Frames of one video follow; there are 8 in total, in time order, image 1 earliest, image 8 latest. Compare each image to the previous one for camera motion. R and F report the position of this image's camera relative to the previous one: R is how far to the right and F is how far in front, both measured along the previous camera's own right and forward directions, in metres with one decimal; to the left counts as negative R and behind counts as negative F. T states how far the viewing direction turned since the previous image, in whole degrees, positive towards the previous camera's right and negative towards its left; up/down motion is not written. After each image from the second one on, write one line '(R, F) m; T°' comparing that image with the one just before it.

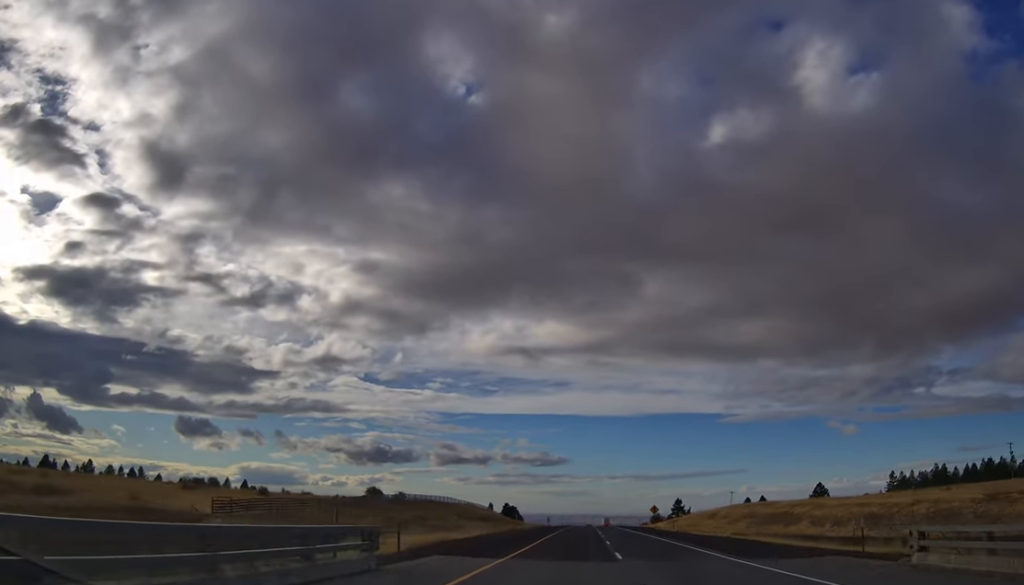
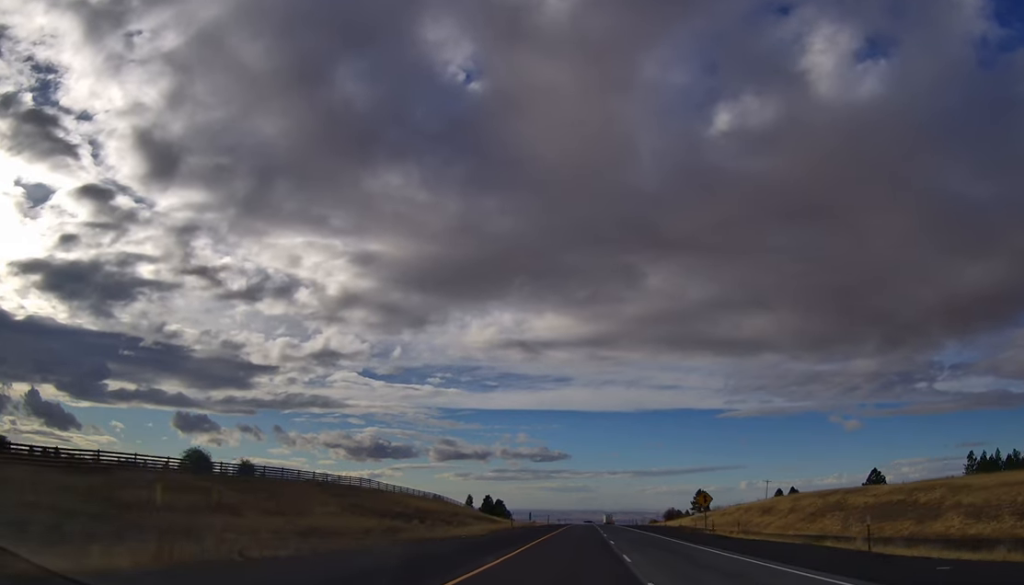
(0.0, +49.1) m; -1°
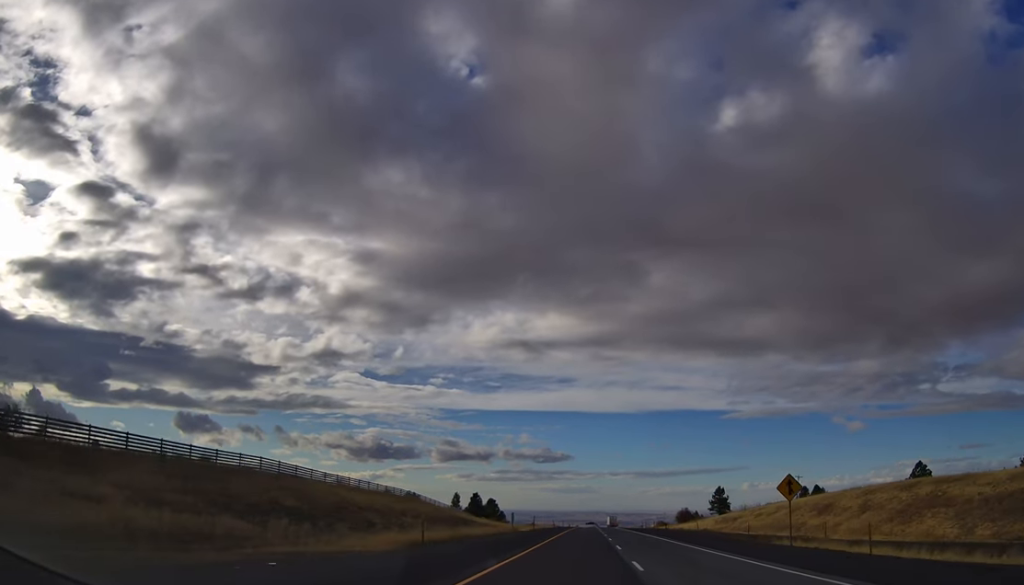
(-0.4, +27.1) m; +1°
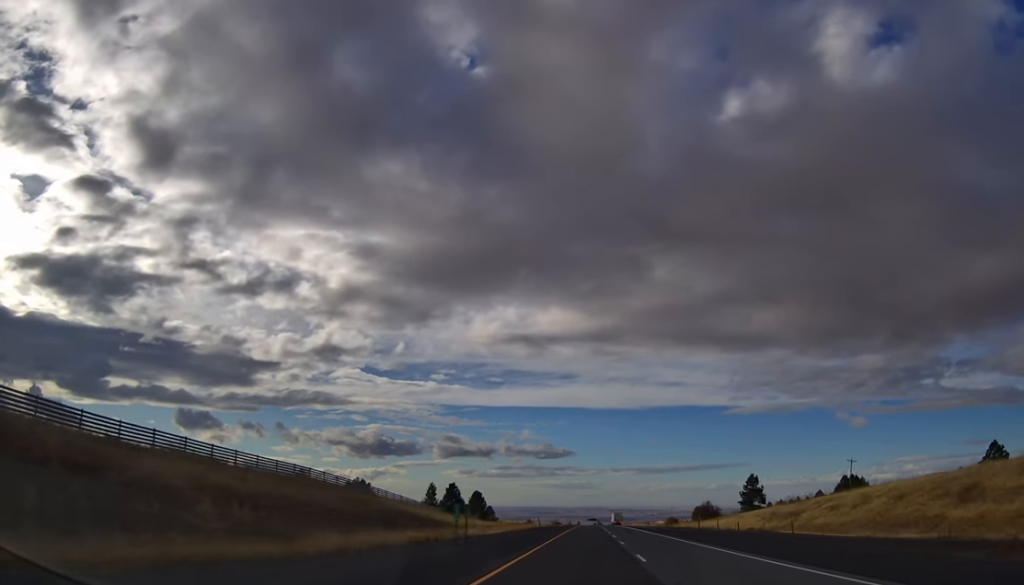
(+0.8, +34.2) m; +1°
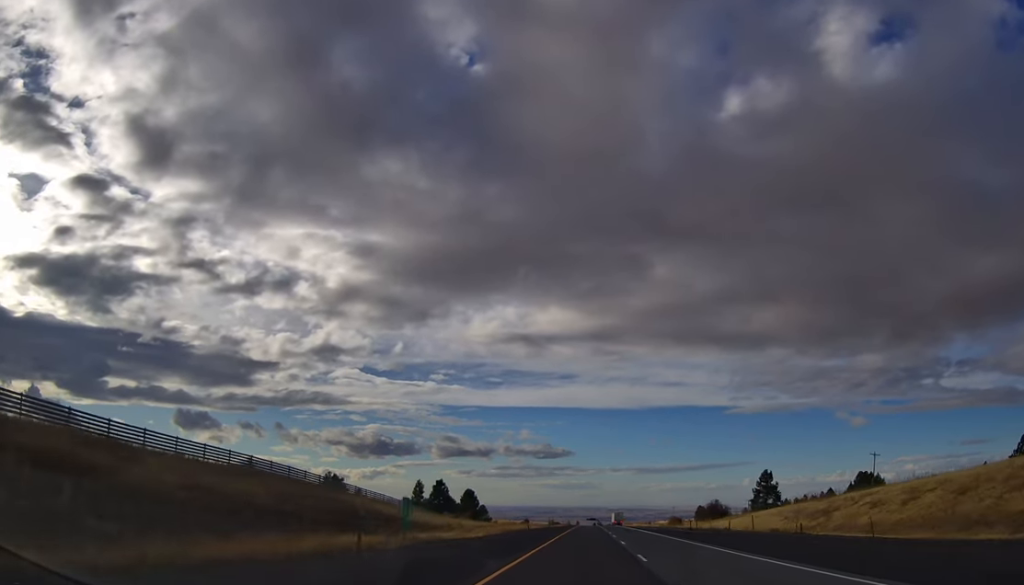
(0.0, +12.1) m; 0°
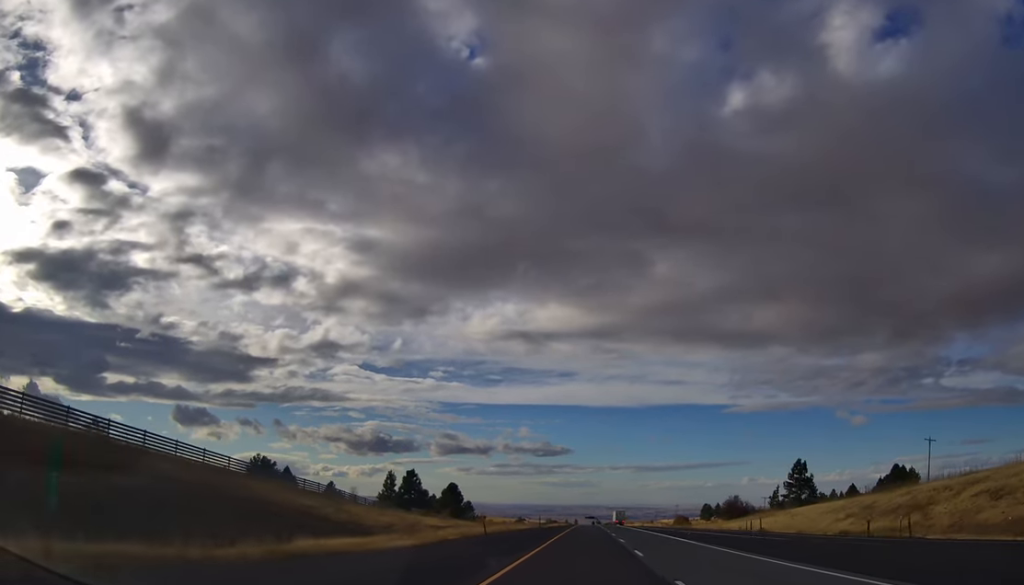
(-0.2, +22.2) m; -1°
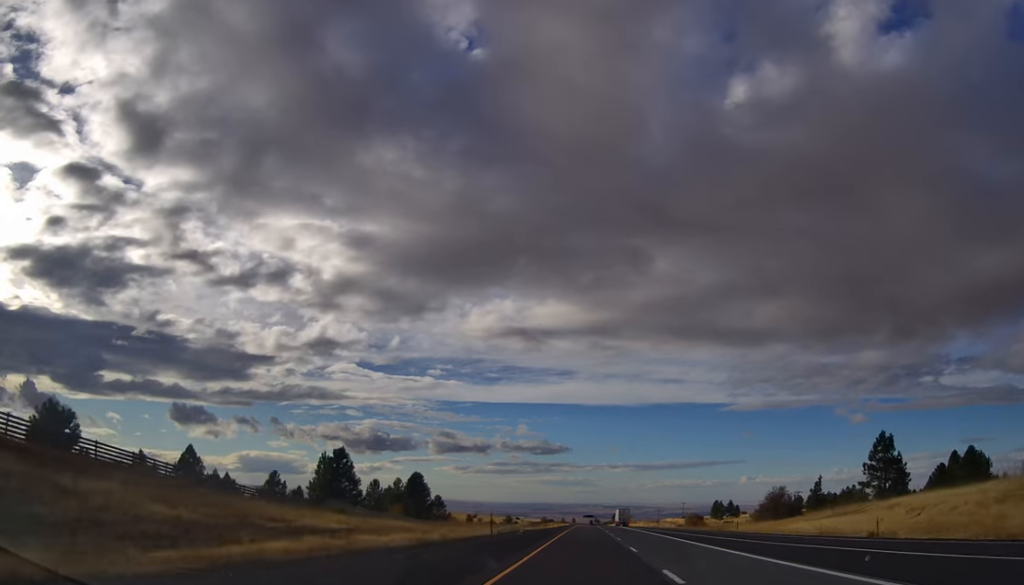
(-0.2, +34.3) m; 0°
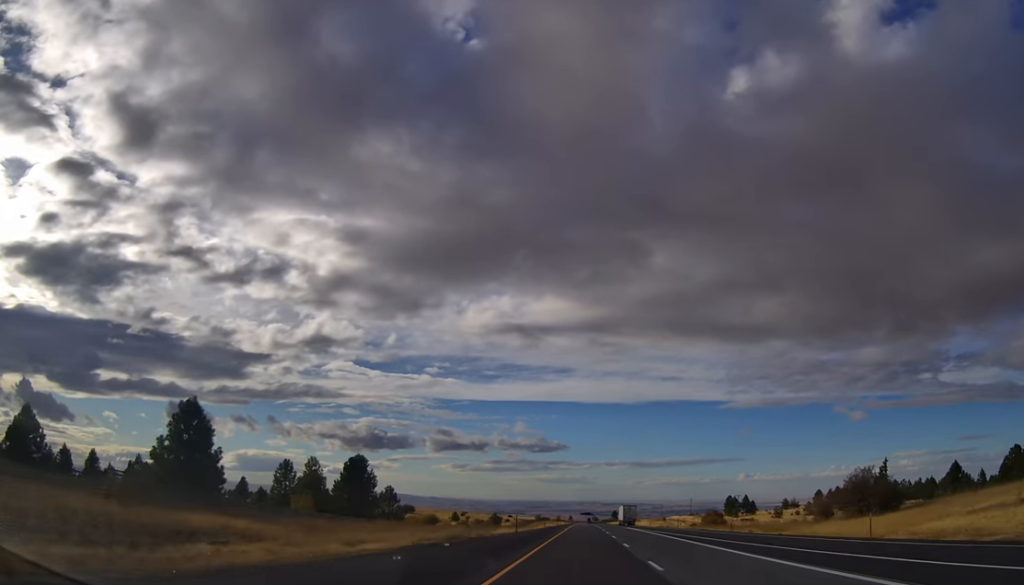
(+0.1, +34.0) m; 0°
